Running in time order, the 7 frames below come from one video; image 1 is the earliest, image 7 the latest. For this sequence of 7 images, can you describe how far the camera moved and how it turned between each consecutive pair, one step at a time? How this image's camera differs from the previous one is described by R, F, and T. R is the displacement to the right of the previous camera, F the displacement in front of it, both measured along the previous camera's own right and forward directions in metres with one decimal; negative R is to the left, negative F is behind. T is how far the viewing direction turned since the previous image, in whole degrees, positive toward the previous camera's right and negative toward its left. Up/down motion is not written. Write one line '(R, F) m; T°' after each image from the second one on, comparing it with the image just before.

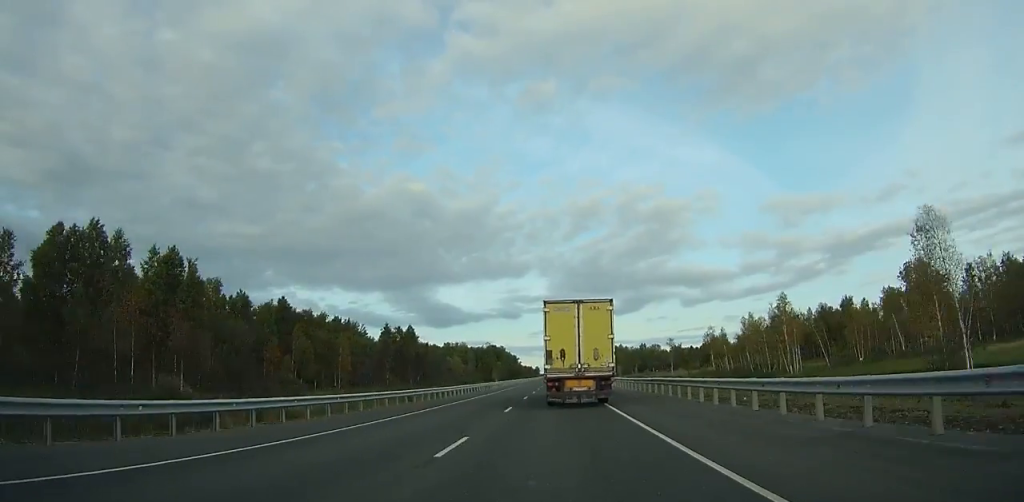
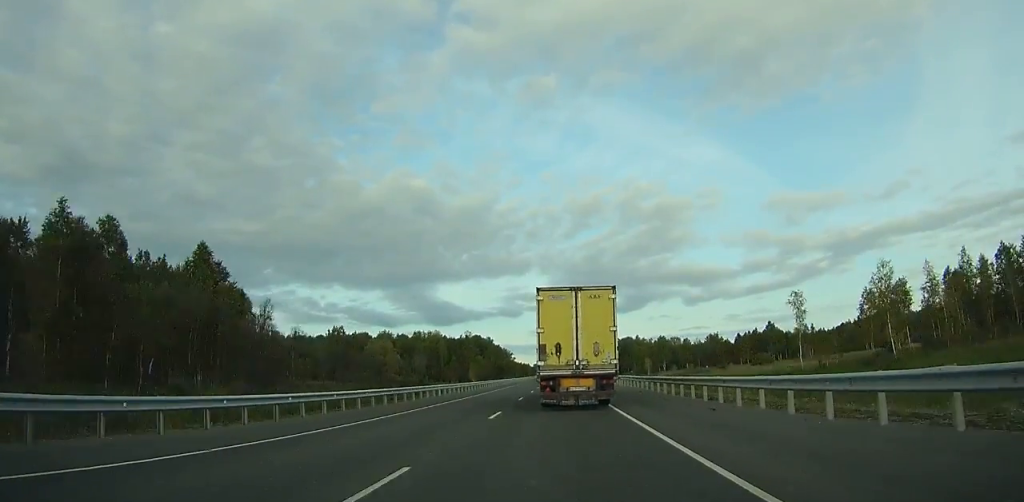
(0.0, +80.8) m; 0°
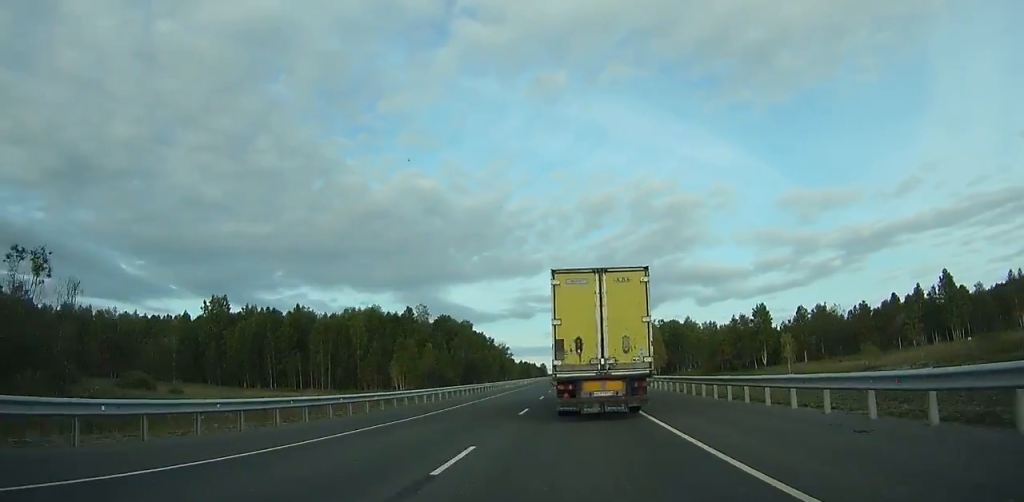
(-0.3, +109.9) m; 0°
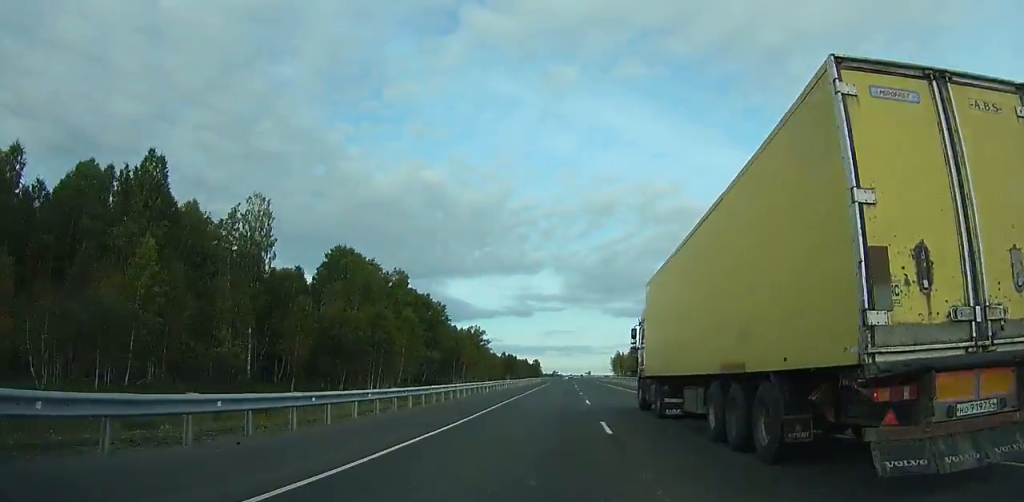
(-0.9, +99.3) m; -1°
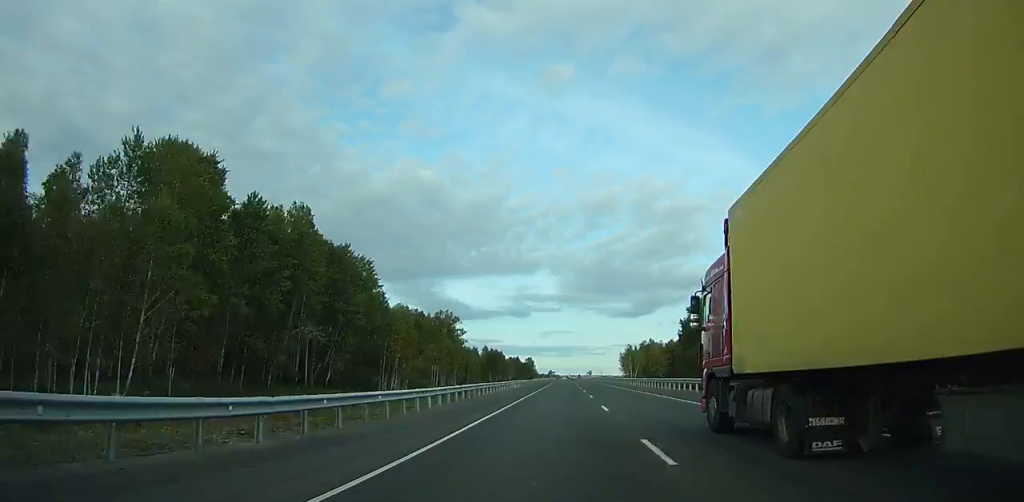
(-0.1, +50.5) m; 0°
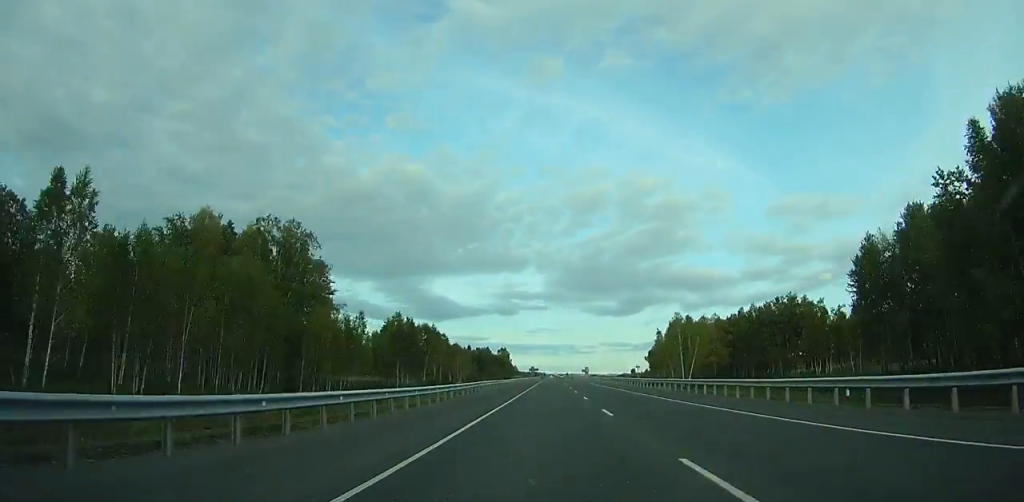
(+0.9, +95.1) m; +1°
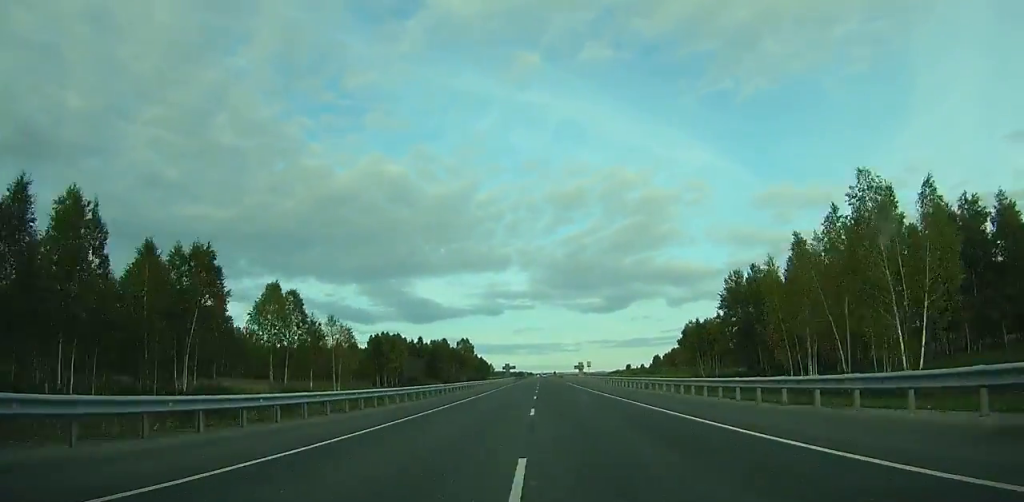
(+0.4, +69.5) m; +1°
